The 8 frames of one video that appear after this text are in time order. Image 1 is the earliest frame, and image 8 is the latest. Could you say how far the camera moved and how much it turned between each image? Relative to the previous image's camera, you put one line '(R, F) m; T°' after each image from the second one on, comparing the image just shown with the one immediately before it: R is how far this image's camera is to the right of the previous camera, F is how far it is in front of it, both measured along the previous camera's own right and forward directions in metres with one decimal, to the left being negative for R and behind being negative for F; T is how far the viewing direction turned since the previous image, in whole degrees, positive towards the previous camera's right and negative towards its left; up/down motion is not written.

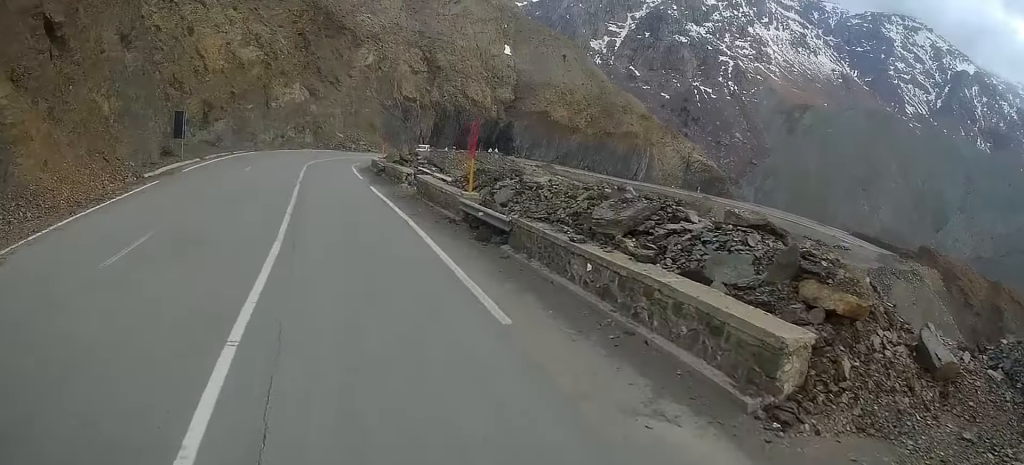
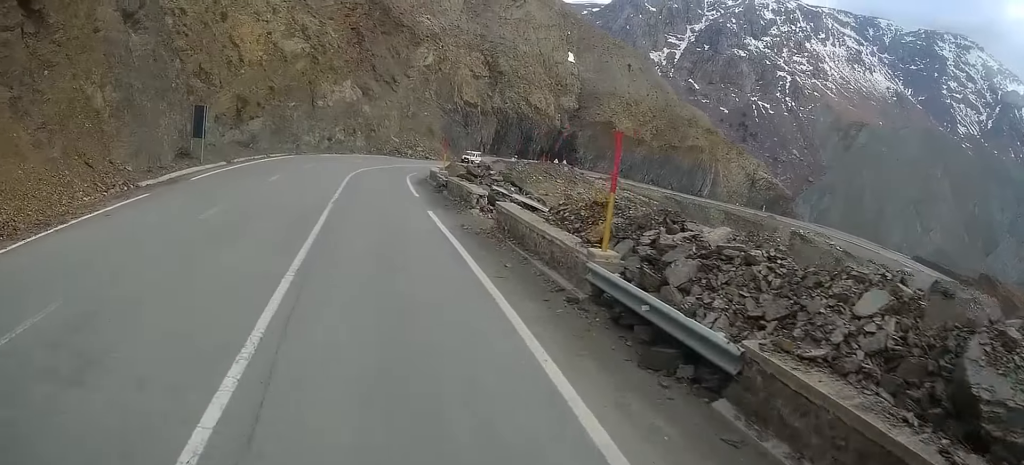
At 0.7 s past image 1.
(-0.2, +6.2) m; -5°
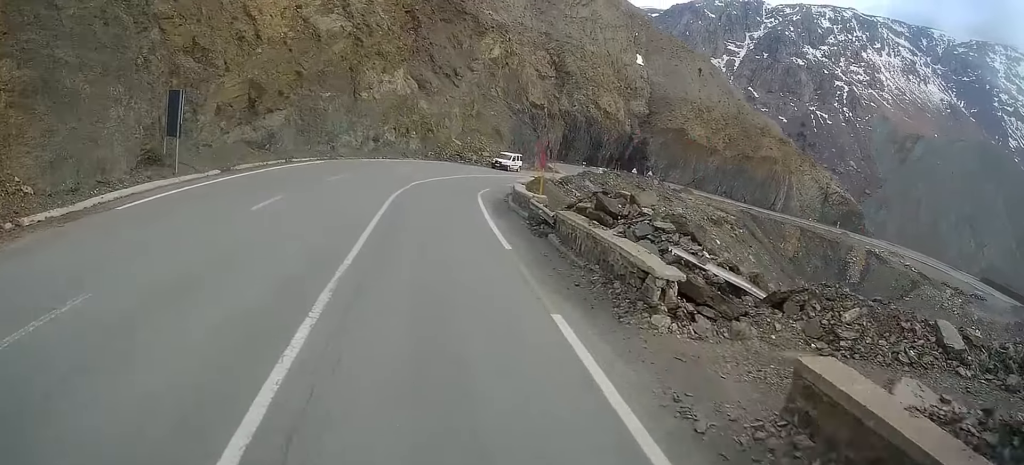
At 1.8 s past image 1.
(-1.0, +10.5) m; -6°
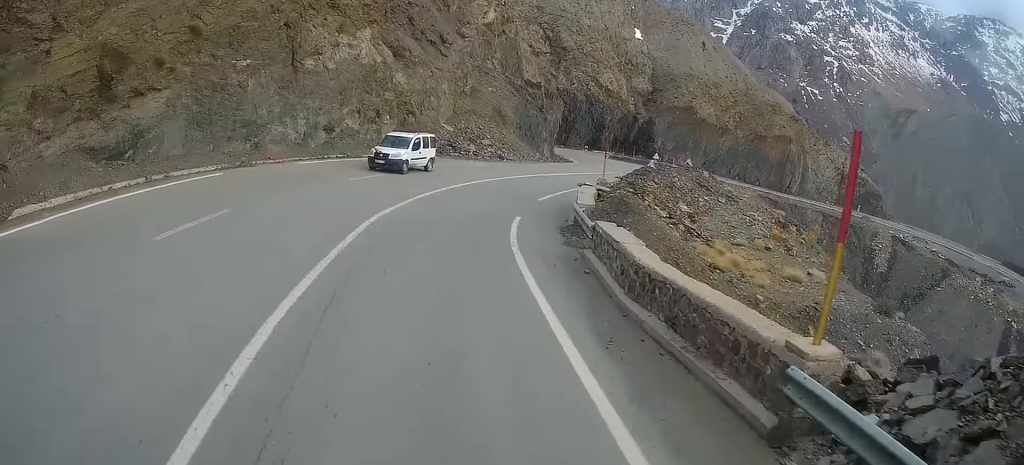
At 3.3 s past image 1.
(-0.1, +15.0) m; +2°
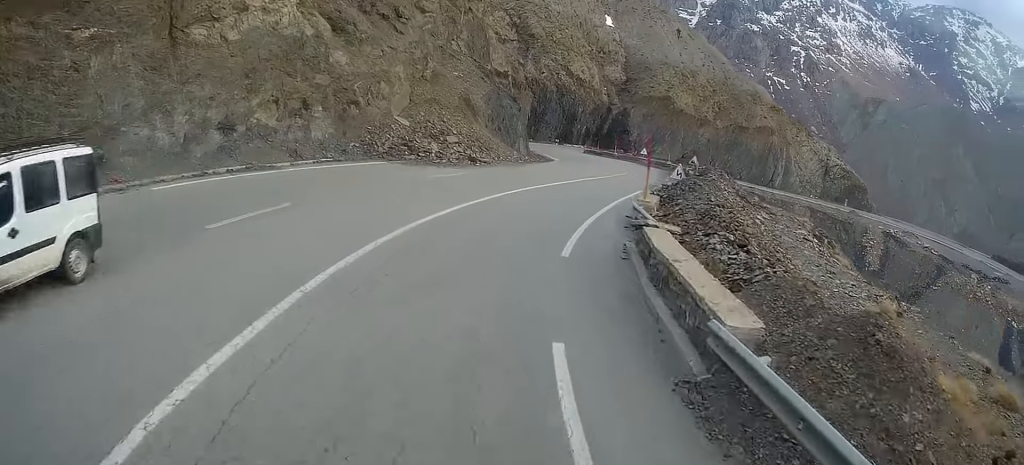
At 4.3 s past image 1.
(+0.4, +10.8) m; +5°
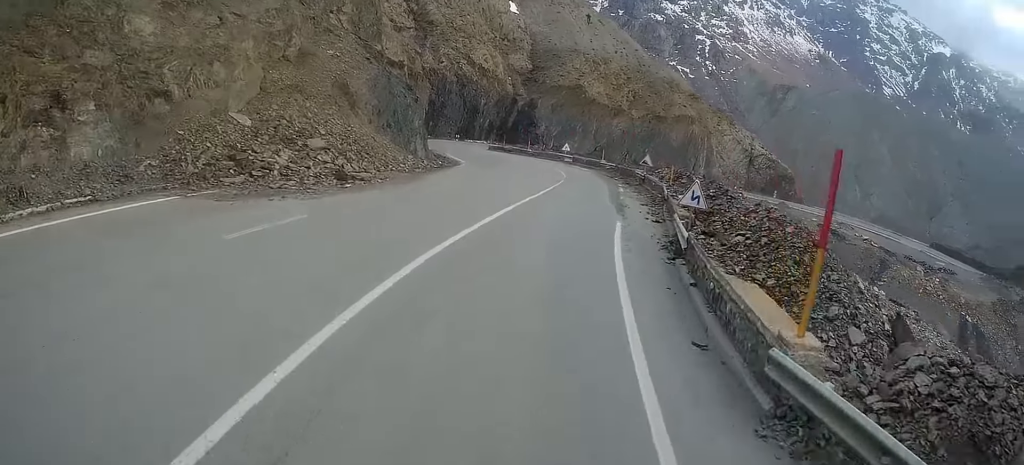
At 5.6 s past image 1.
(+0.6, +13.7) m; +4°
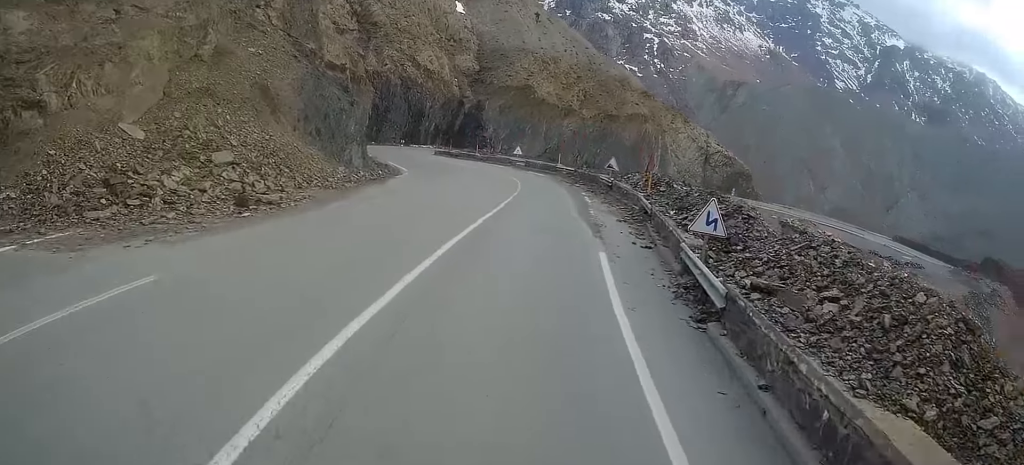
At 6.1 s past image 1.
(0.0, +5.3) m; +2°
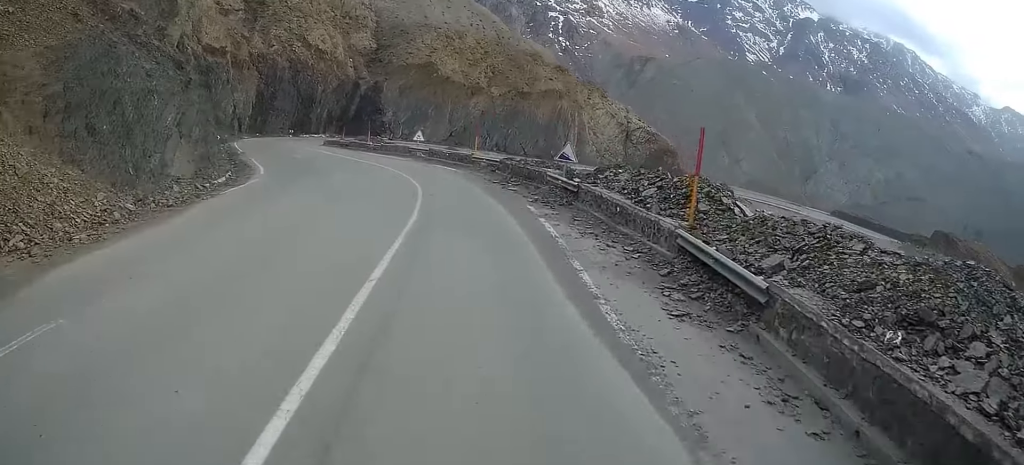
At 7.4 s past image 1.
(+1.0, +15.3) m; +8°
